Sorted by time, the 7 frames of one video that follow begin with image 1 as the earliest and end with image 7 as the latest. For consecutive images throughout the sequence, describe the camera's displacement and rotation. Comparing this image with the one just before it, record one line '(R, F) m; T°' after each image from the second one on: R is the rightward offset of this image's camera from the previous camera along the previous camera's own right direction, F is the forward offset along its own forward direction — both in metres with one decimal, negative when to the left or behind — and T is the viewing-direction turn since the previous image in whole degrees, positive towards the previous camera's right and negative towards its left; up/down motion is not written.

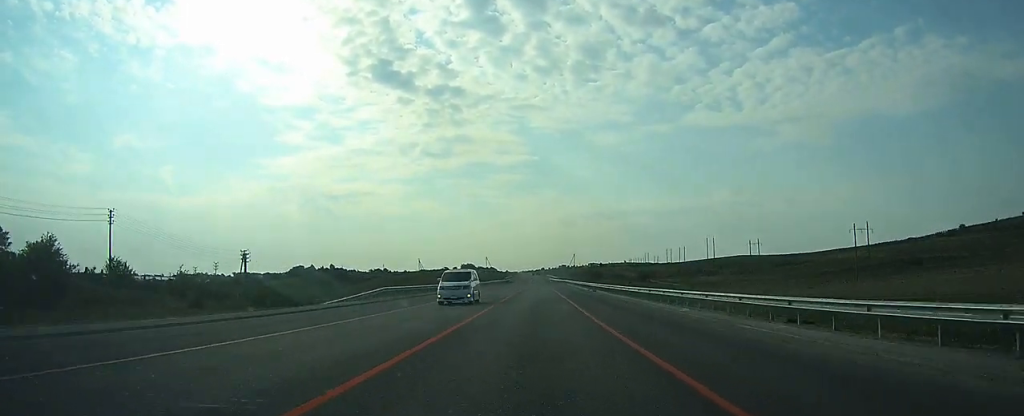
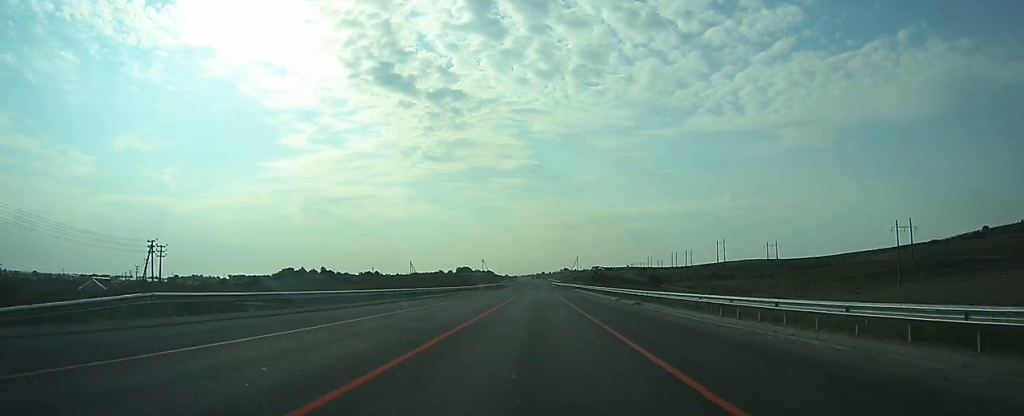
(-0.1, +26.9) m; 0°
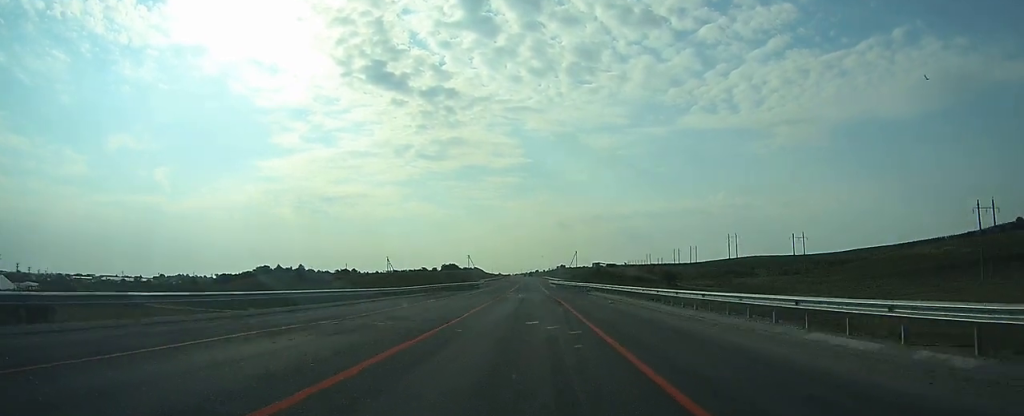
(0.0, +42.3) m; 0°
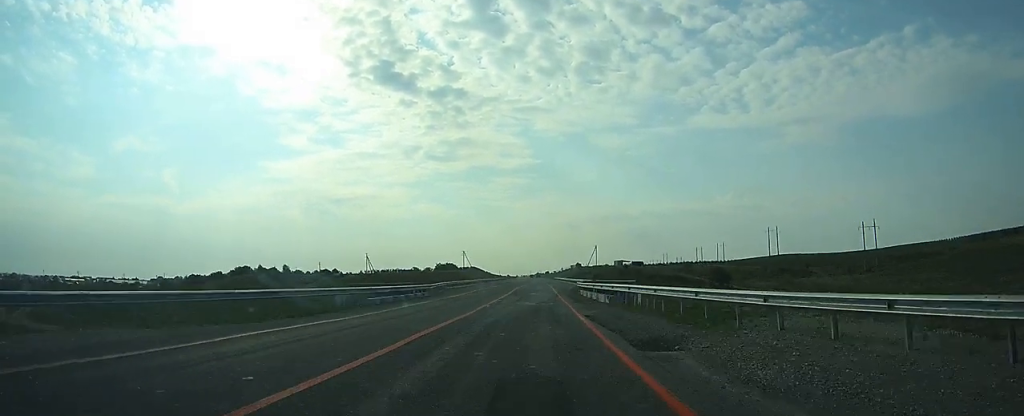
(0.0, +57.7) m; 0°
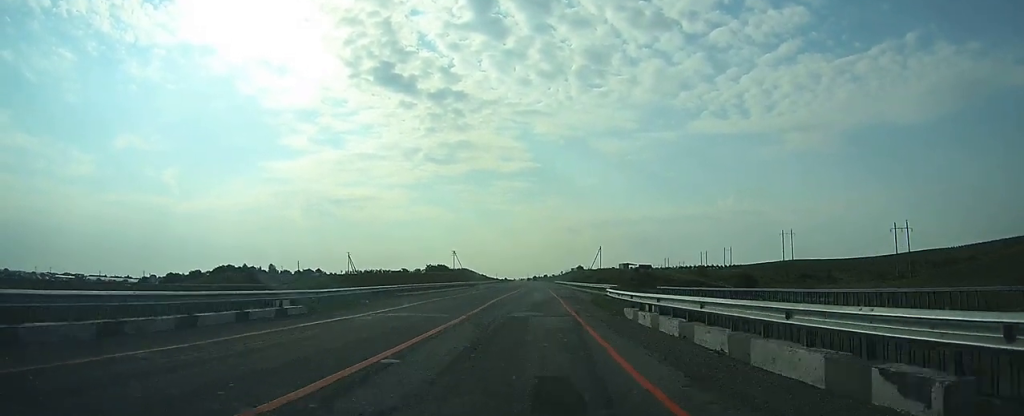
(0.0, +24.1) m; 0°
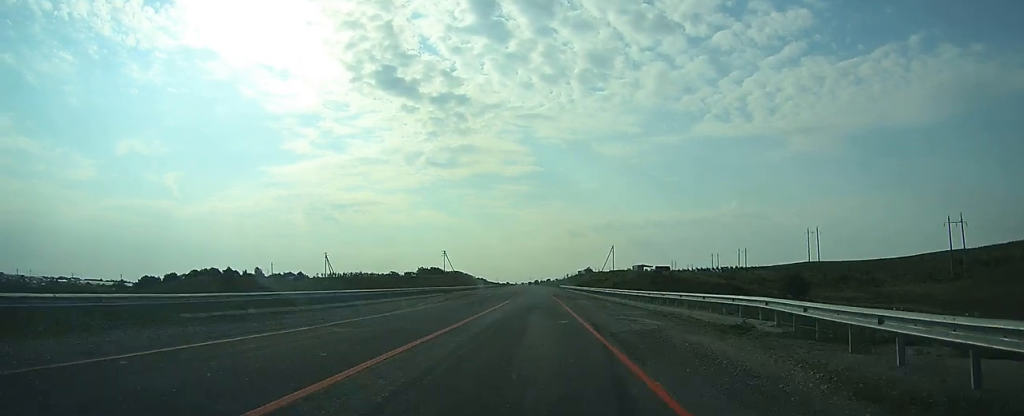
(0.0, +30.0) m; 0°
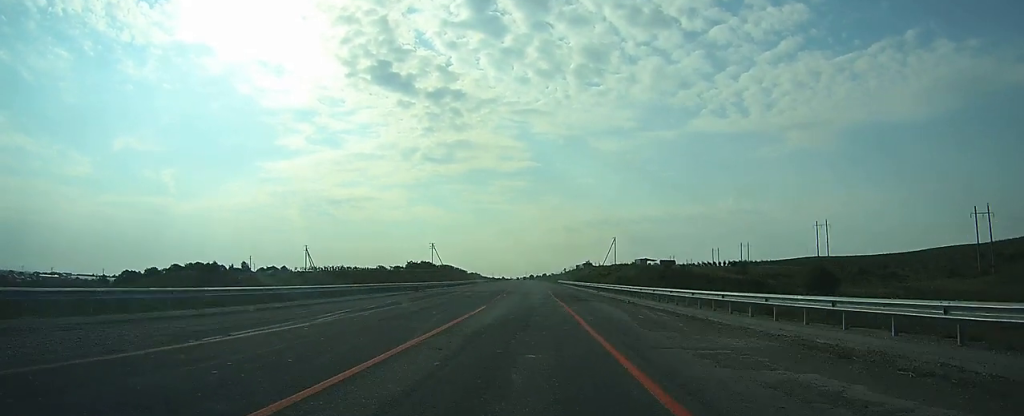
(0.0, +15.3) m; 0°
